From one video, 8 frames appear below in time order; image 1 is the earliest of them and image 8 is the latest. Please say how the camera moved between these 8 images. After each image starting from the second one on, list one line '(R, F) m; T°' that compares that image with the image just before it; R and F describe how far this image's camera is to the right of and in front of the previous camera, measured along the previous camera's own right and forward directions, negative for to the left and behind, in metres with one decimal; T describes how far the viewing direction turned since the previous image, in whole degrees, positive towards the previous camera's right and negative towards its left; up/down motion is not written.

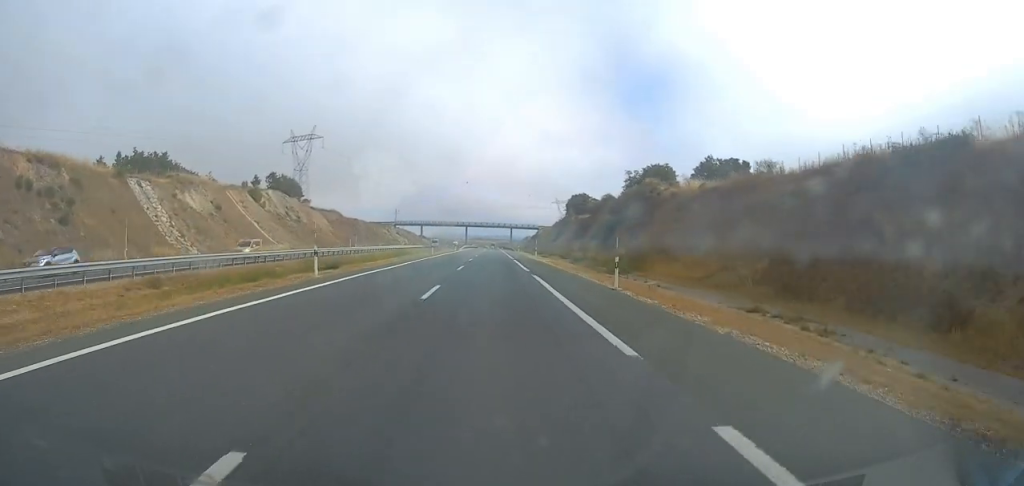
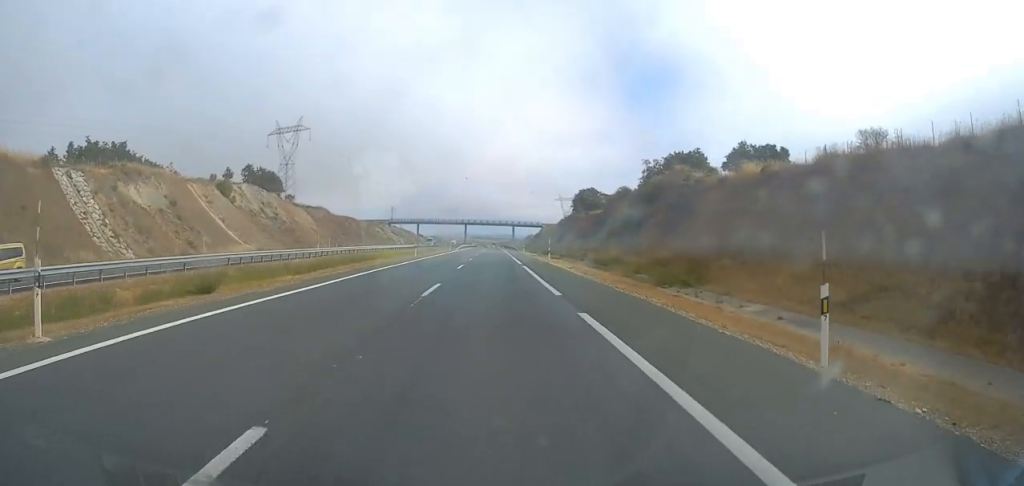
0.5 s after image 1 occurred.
(0.0, +16.6) m; 0°
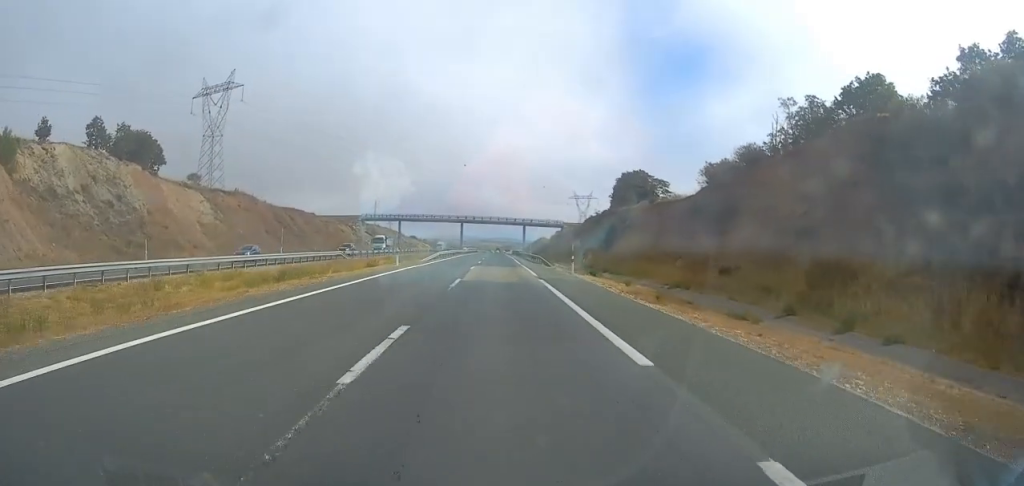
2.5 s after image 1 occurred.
(-0.1, +62.2) m; 0°
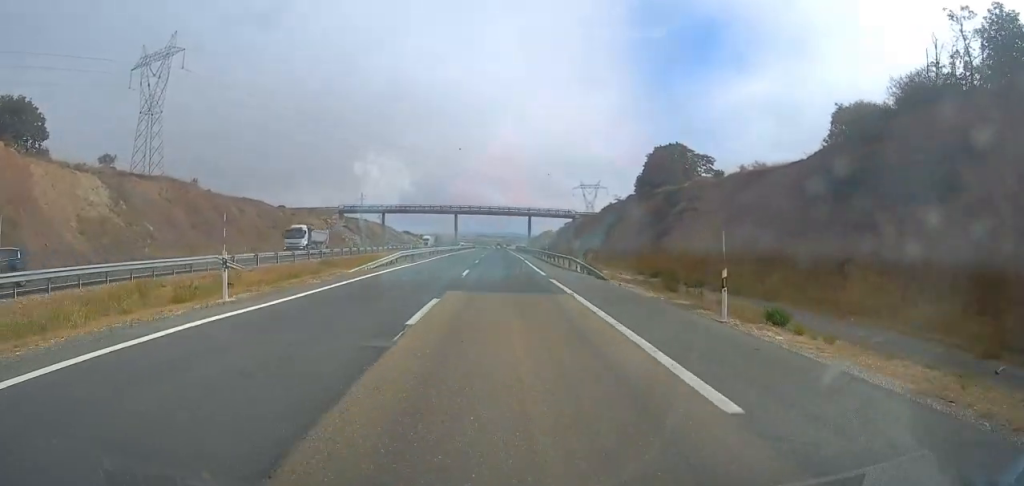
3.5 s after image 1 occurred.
(0.0, +30.0) m; 0°
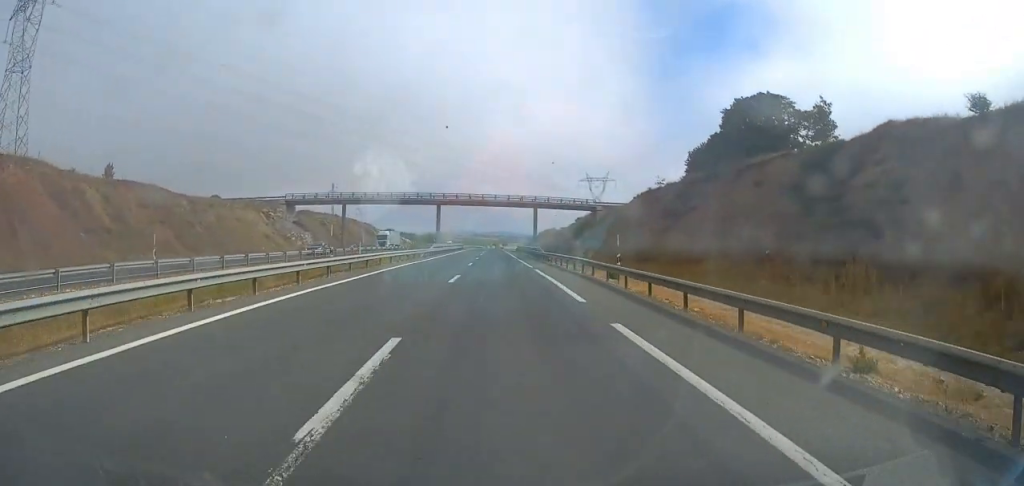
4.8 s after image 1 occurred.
(+0.2, +41.0) m; 0°
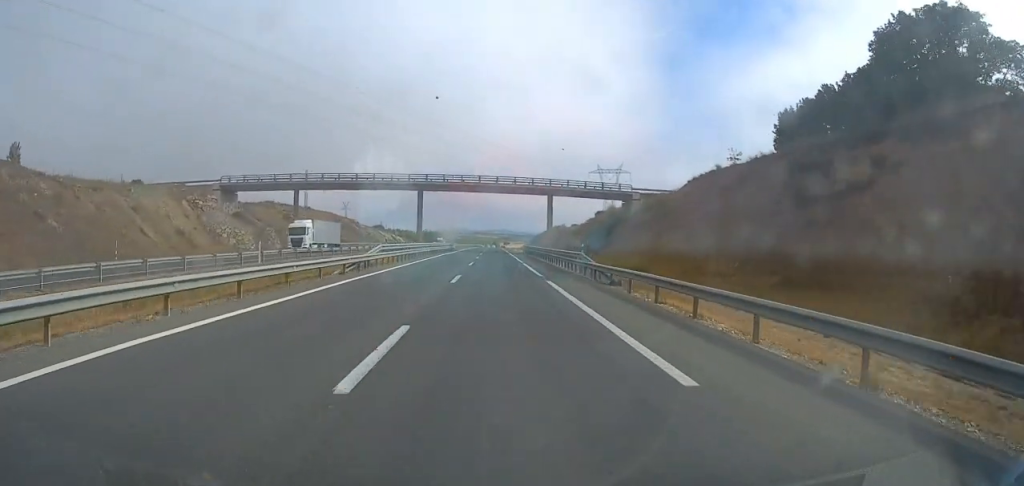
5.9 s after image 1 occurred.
(0.0, +32.8) m; 0°
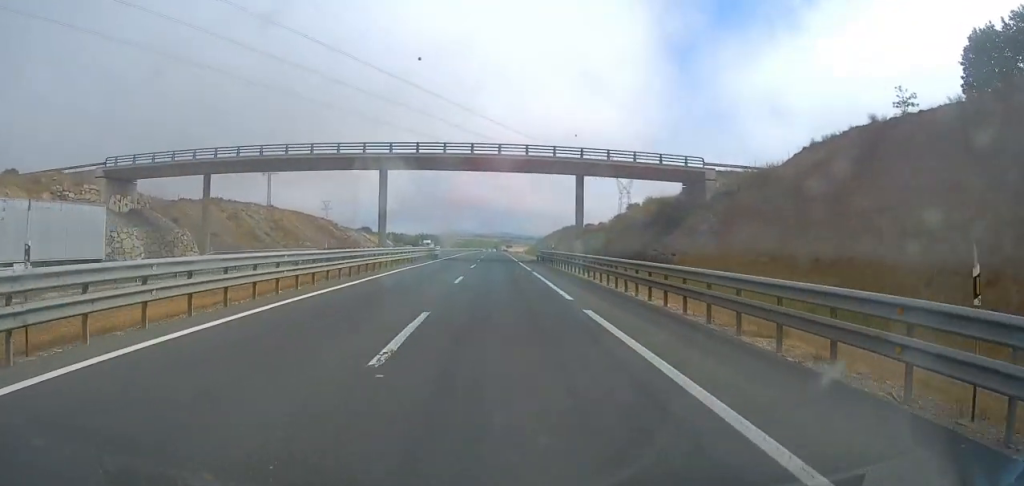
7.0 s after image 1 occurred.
(0.0, +32.8) m; 0°
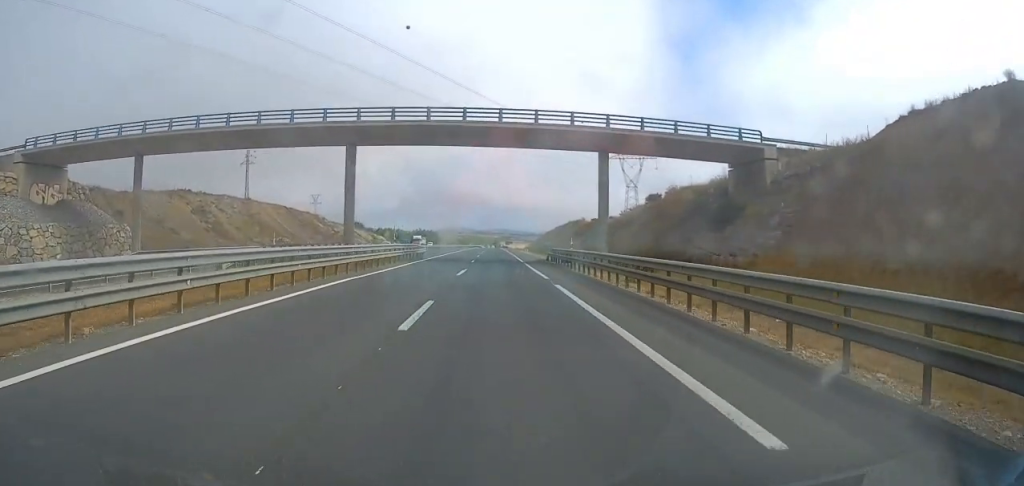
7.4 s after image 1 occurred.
(+0.1, +14.3) m; 0°
